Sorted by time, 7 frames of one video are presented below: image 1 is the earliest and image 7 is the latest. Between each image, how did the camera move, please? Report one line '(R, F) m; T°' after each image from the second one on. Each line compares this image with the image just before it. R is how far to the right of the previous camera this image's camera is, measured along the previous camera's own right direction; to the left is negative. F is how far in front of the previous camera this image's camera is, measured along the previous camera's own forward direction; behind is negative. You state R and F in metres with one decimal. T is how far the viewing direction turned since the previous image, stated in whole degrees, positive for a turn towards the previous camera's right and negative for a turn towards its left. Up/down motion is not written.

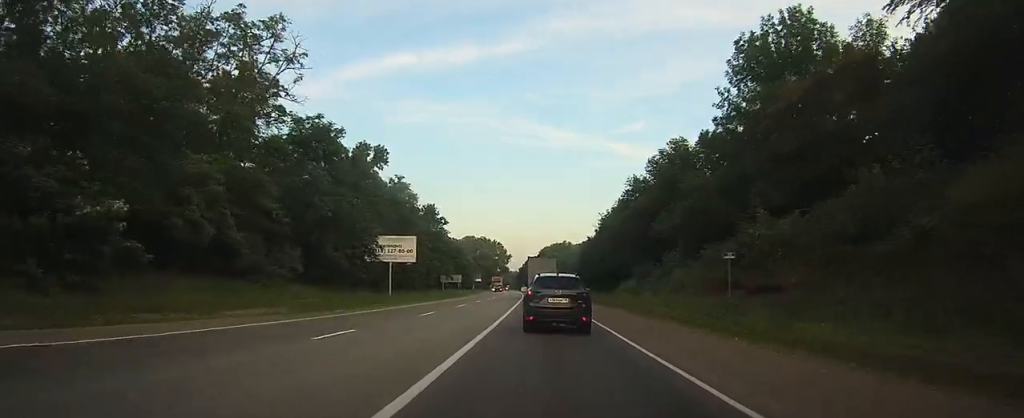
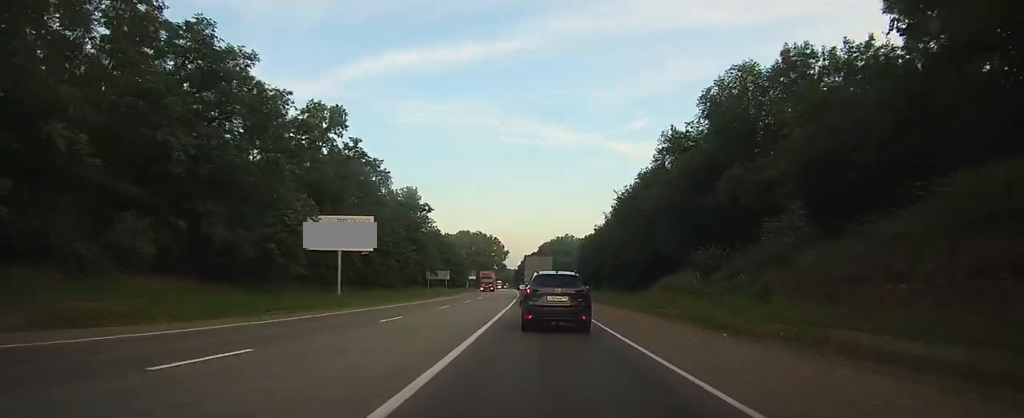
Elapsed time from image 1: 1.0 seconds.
(0.0, +17.8) m; 0°
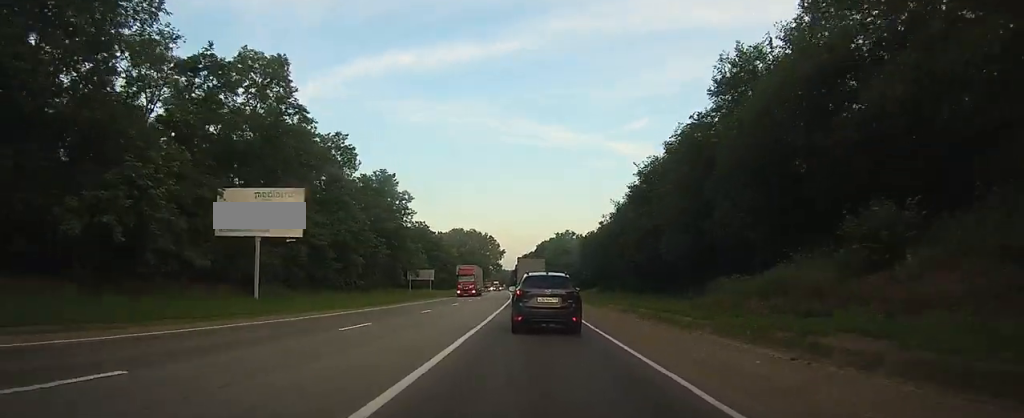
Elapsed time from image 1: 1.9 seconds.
(-0.1, +15.5) m; 0°
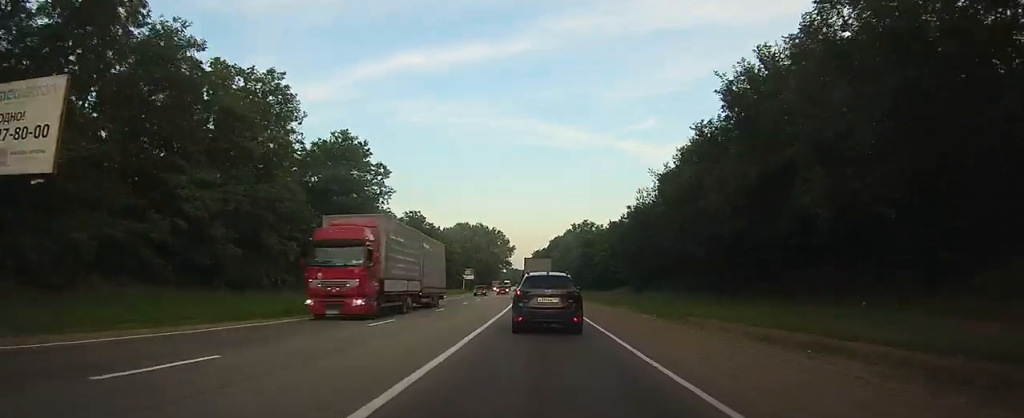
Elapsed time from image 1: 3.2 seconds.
(0.0, +21.7) m; 0°
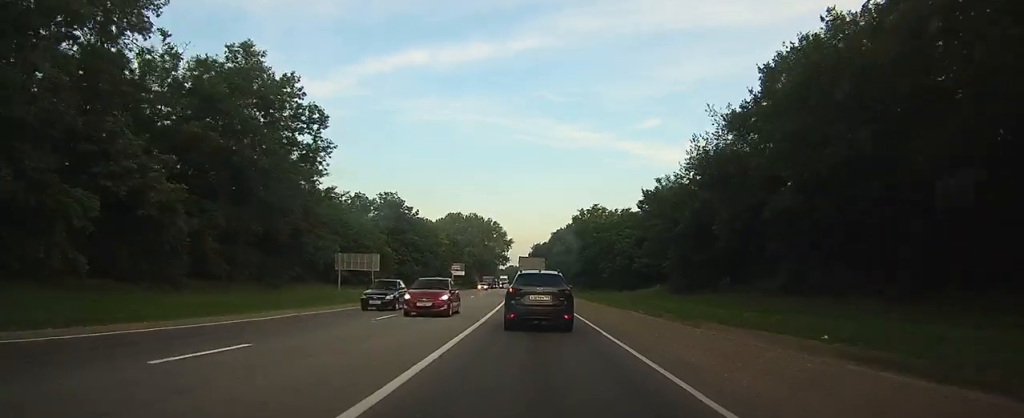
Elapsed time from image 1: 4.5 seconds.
(-0.2, +22.9) m; -1°
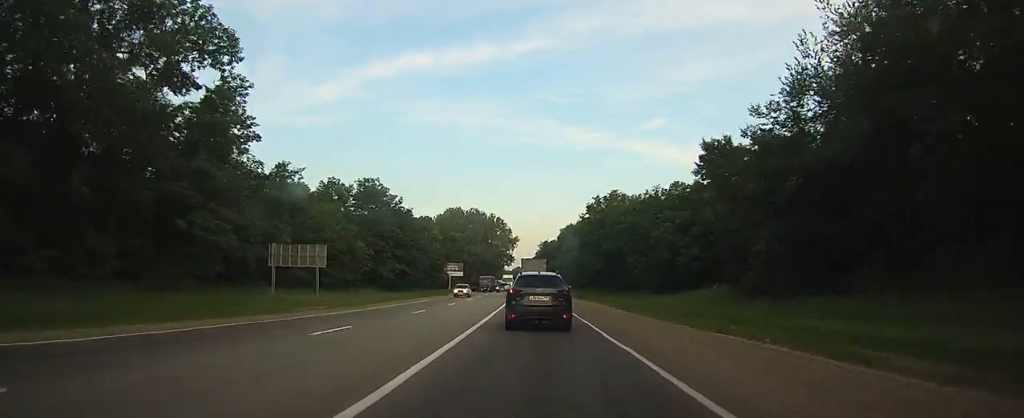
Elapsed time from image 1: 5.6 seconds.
(0.0, +17.8) m; 0°
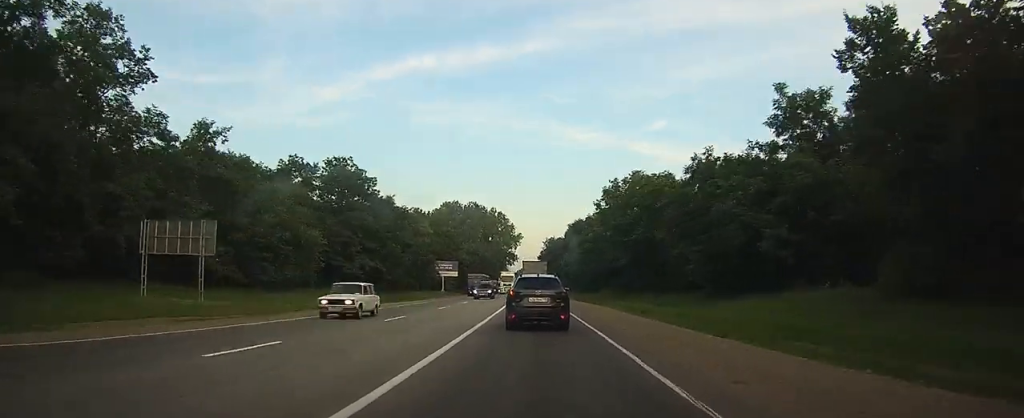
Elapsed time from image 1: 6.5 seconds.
(0.0, +16.8) m; 0°
